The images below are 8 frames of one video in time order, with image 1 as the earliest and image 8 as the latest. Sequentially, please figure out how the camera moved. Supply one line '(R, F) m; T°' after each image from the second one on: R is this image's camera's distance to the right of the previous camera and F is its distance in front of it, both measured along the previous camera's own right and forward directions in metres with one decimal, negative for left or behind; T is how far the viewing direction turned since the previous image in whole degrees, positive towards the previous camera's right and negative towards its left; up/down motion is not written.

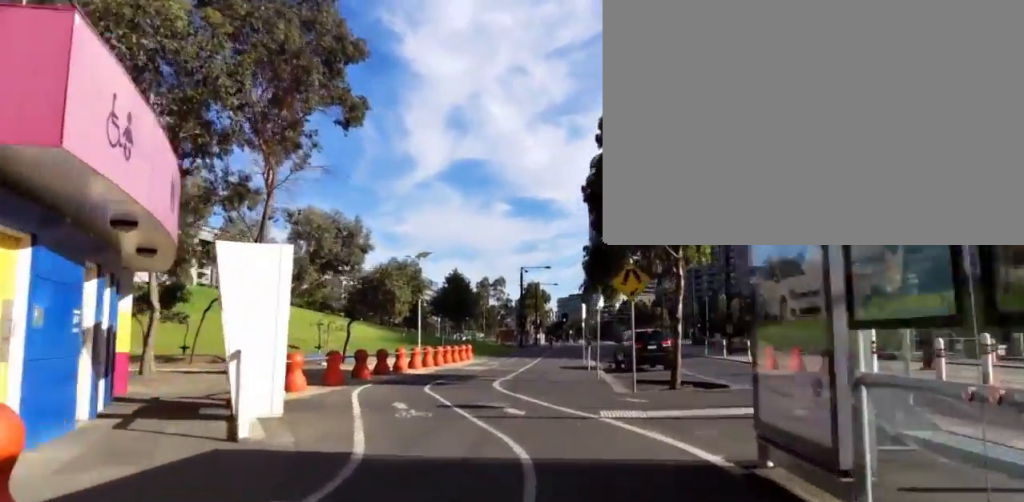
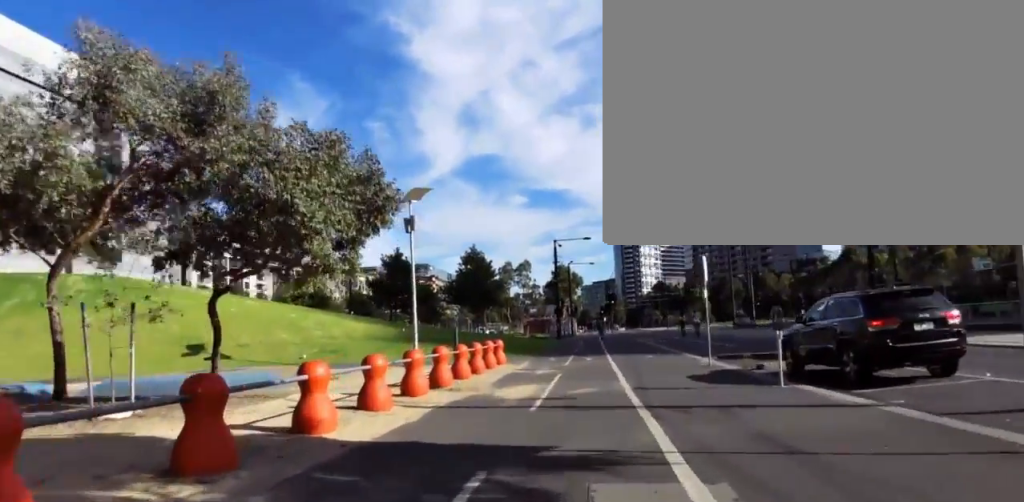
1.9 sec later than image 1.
(+0.3, +14.9) m; -1°
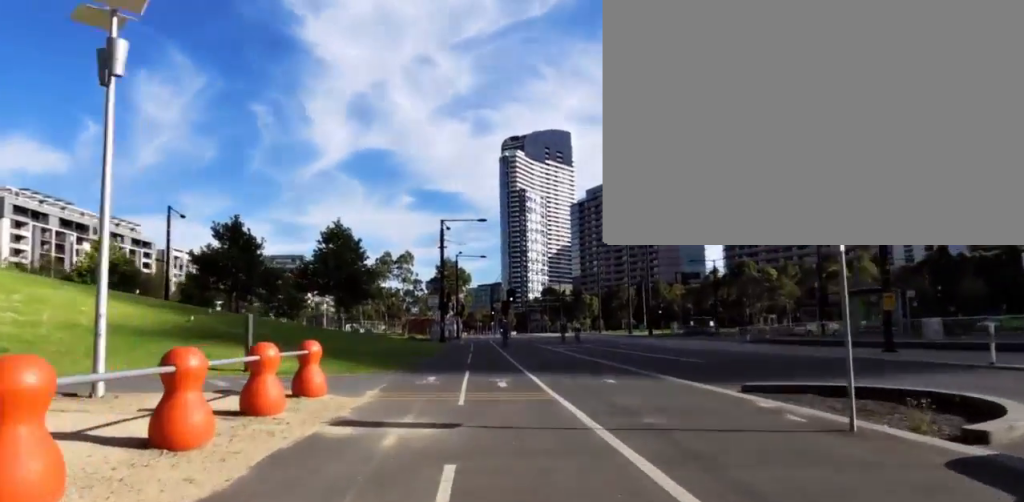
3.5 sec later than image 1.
(-0.1, +10.6) m; +8°
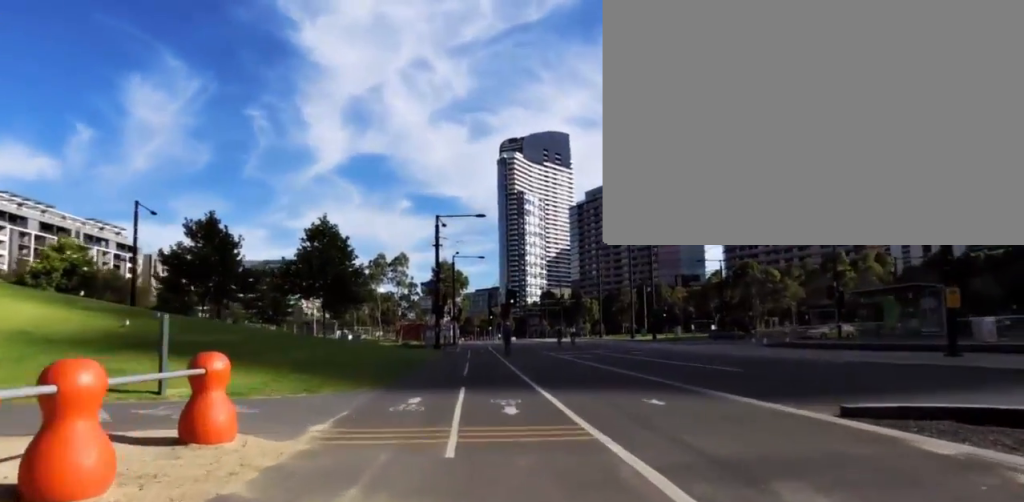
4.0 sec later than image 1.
(+0.5, +3.0) m; 0°
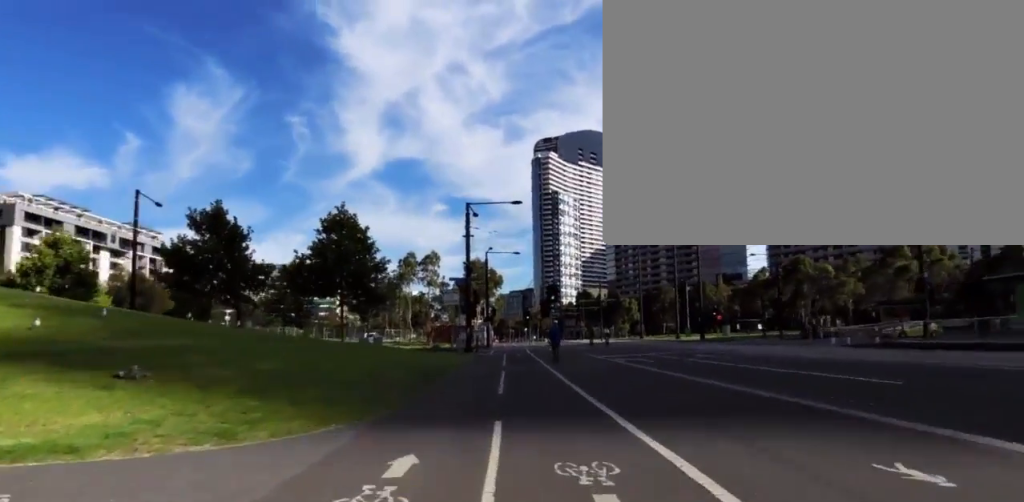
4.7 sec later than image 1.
(+0.2, +4.7) m; +1°
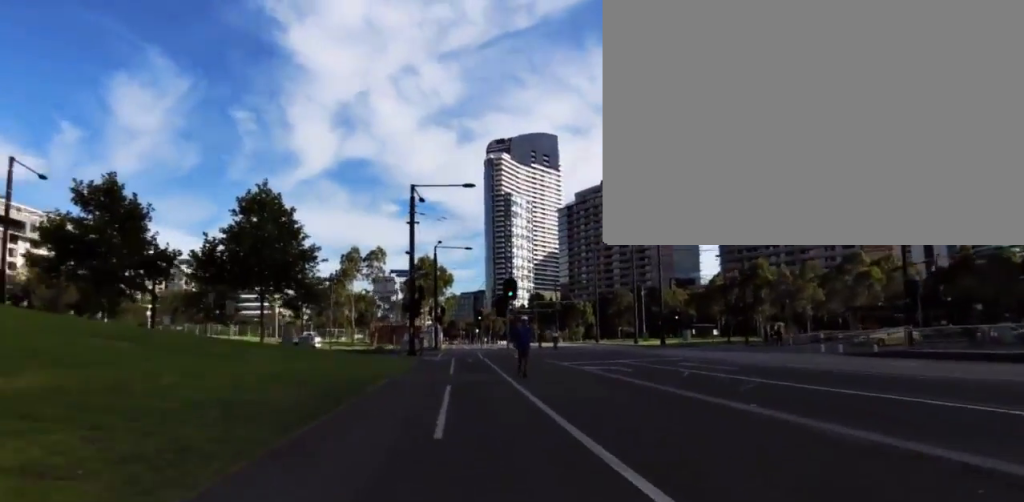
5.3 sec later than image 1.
(-0.7, +4.6) m; +1°
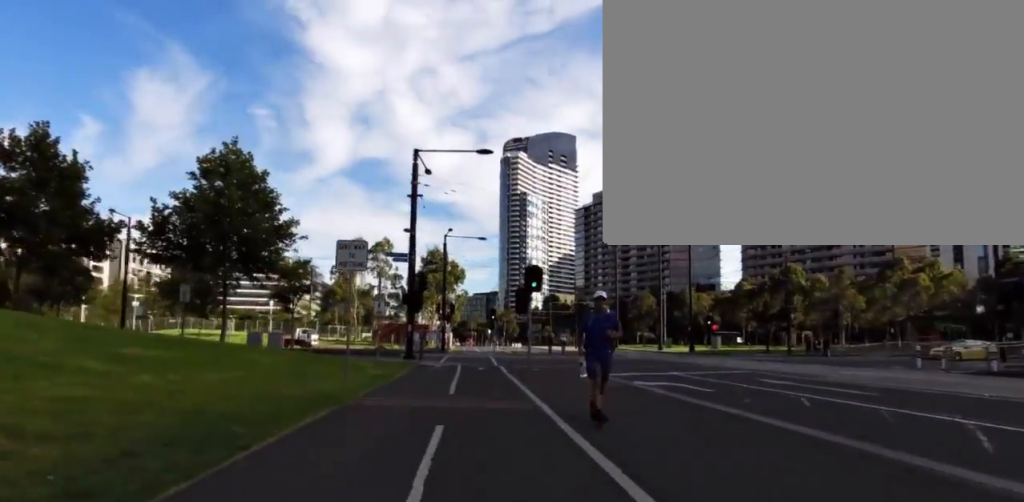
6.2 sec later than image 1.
(+0.9, +6.4) m; 0°
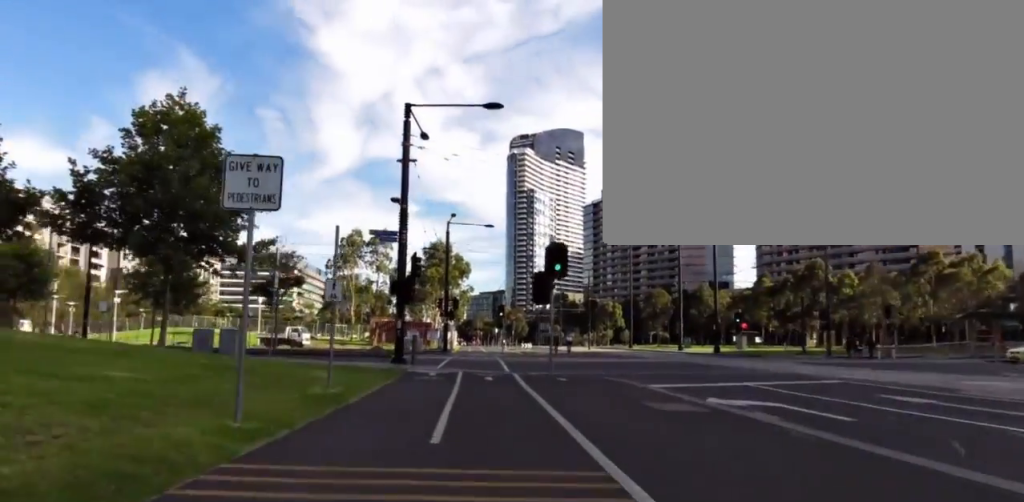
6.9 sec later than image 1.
(-0.3, +5.4) m; 0°
